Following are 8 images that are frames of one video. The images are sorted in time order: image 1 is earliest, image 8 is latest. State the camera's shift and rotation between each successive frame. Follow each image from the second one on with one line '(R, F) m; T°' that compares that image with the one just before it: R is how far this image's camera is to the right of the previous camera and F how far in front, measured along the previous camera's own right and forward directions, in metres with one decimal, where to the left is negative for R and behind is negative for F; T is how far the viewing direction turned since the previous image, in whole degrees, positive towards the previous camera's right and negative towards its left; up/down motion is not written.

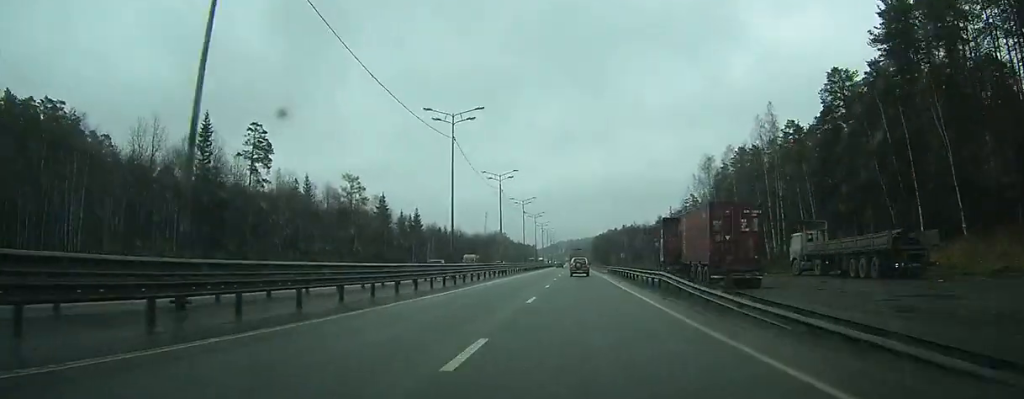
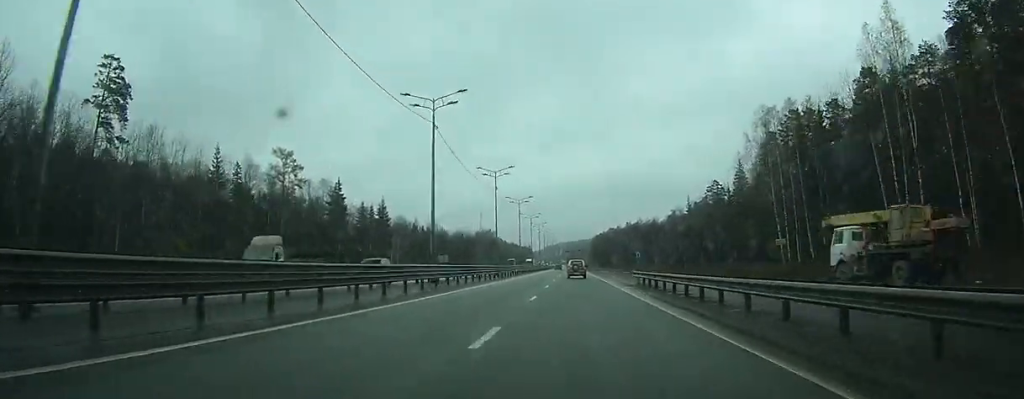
(+0.4, +34.5) m; +1°
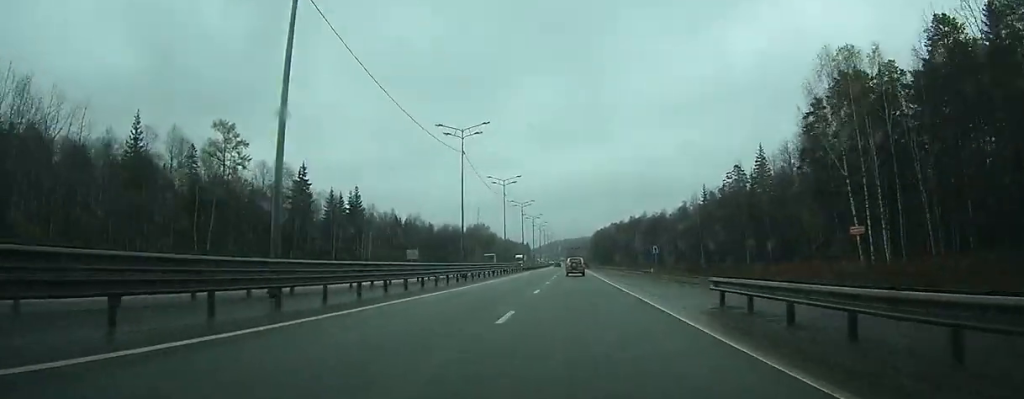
(0.0, +20.5) m; 0°
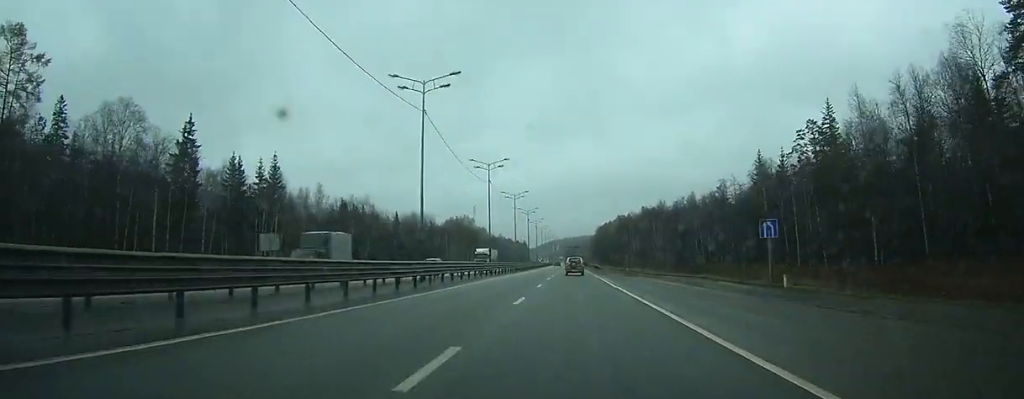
(0.0, +42.7) m; 0°
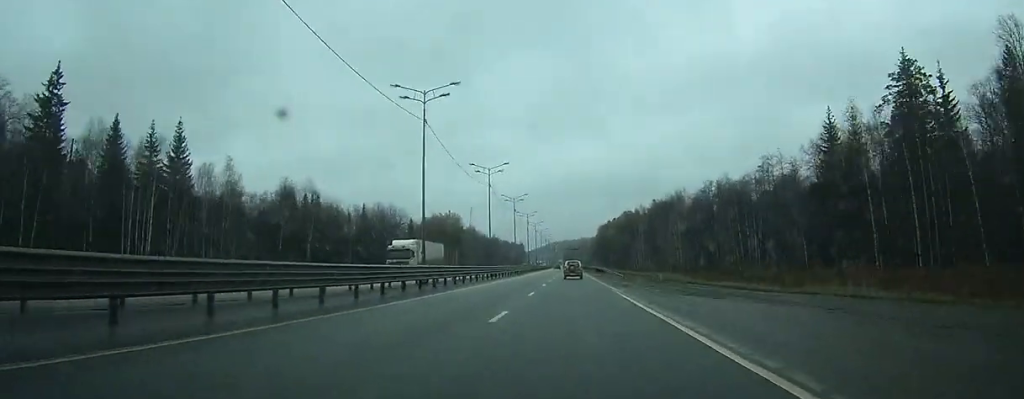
(-0.1, +28.6) m; 0°
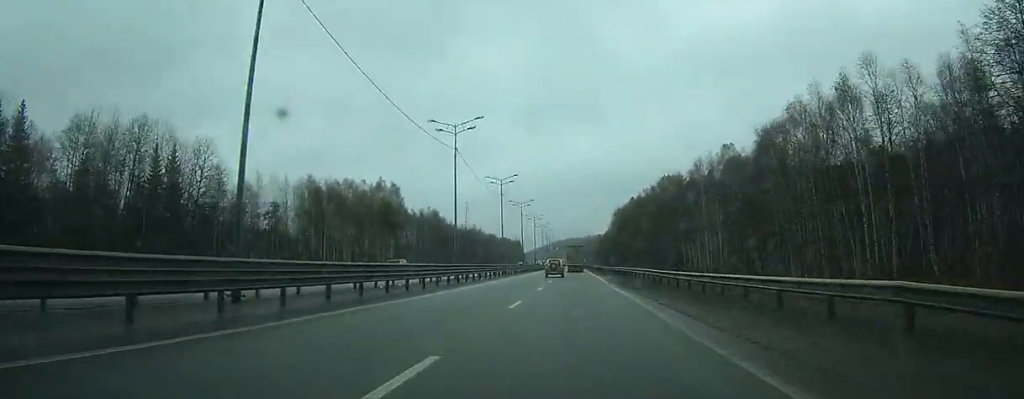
(-0.5, +79.9) m; -1°
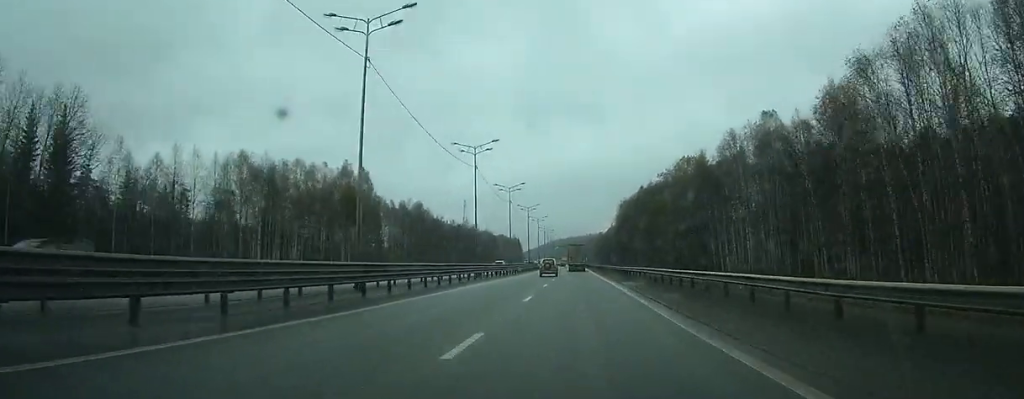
(-0.1, +20.9) m; 0°
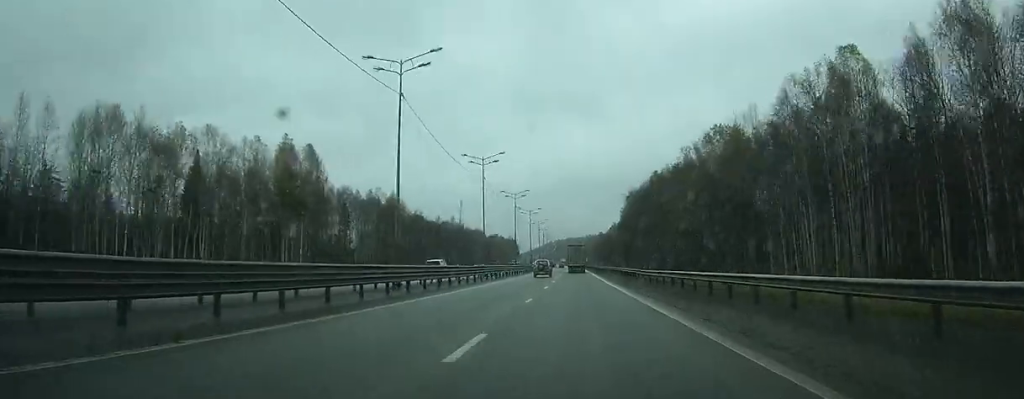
(0.0, +24.2) m; 0°
